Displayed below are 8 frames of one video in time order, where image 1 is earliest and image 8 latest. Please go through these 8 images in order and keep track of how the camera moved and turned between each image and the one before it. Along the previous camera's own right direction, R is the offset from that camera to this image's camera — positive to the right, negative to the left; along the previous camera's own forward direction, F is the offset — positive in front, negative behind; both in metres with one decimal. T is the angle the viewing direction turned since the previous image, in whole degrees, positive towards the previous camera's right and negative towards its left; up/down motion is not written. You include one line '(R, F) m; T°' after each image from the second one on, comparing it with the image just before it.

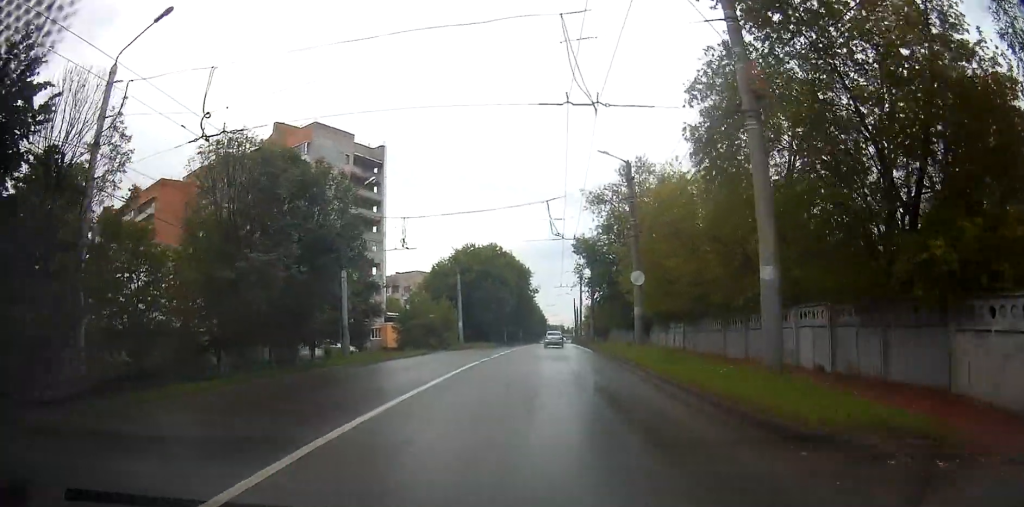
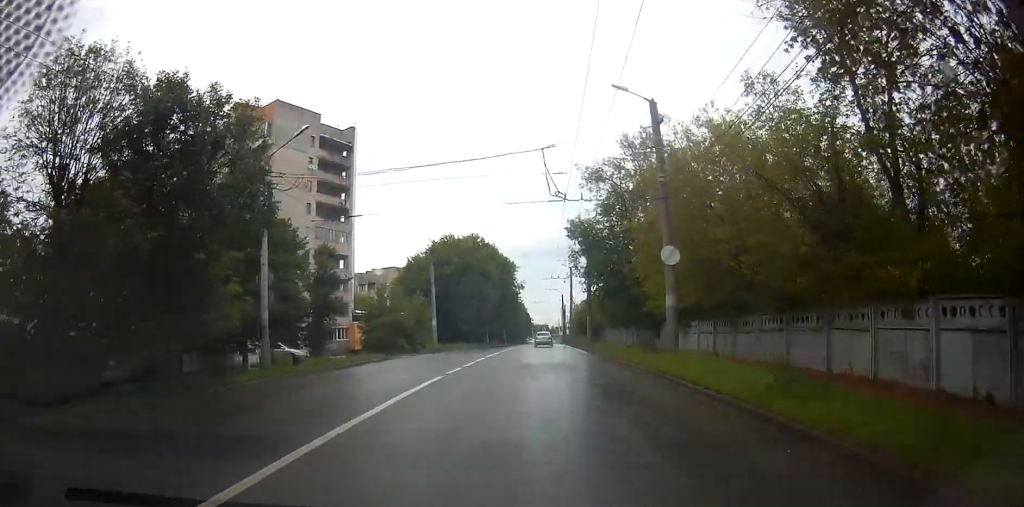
(+0.3, +8.4) m; +1°
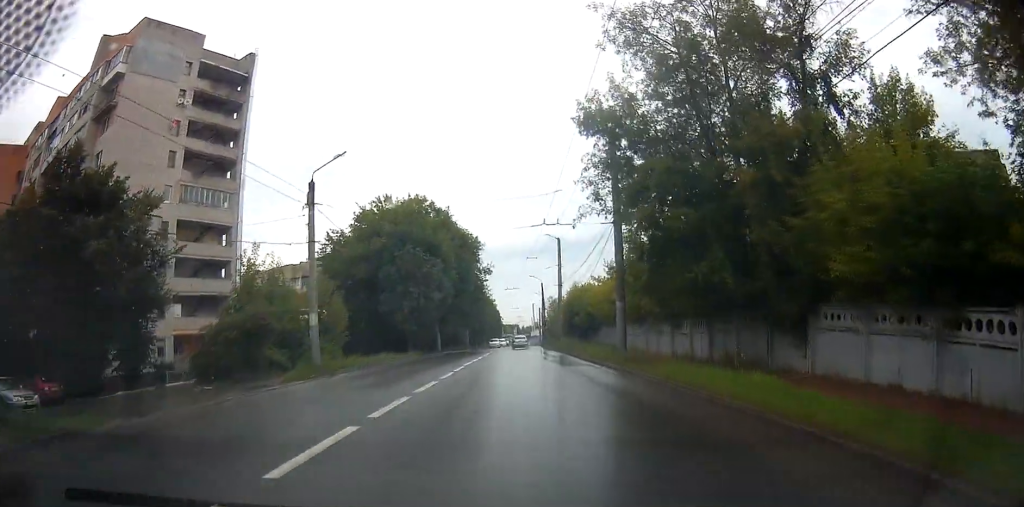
(+0.3, +24.7) m; +5°
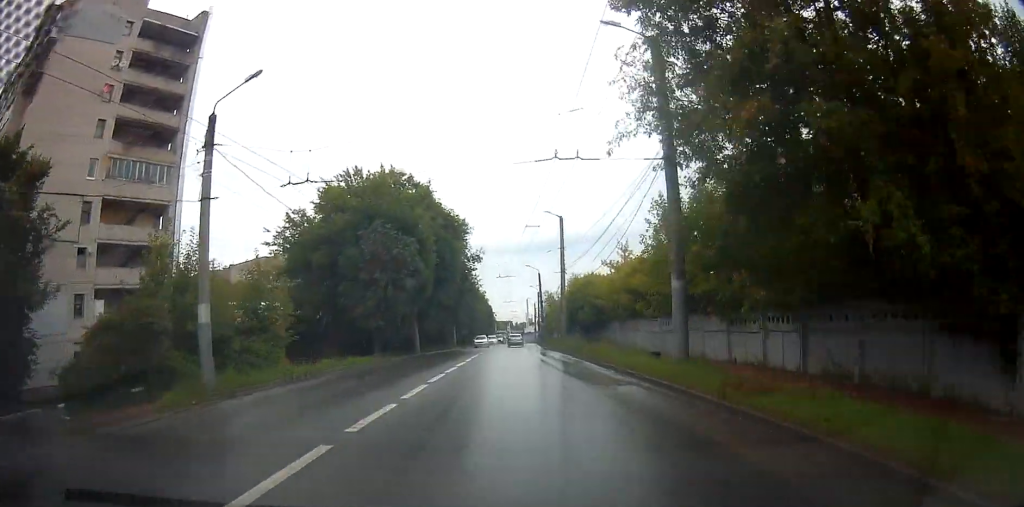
(+0.4, +9.3) m; 0°
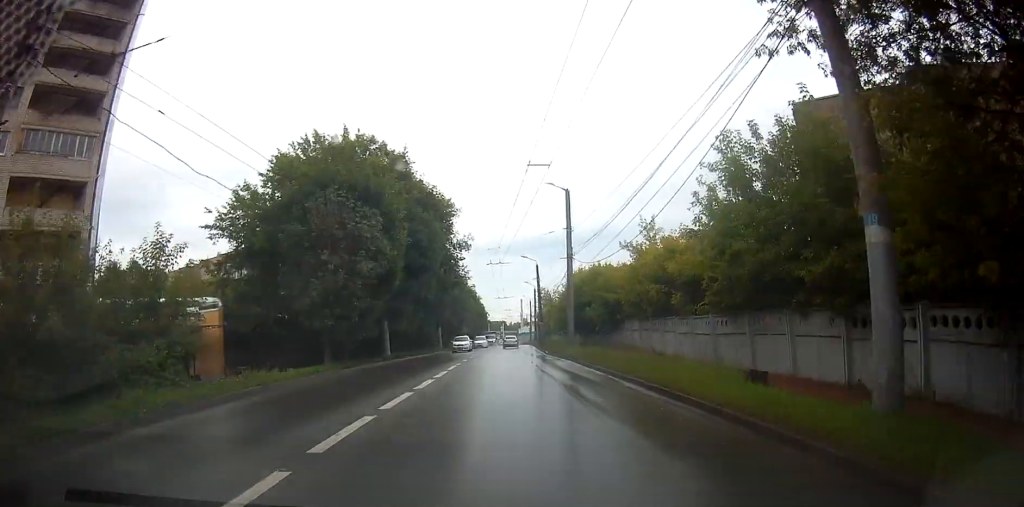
(-0.1, +9.4) m; 0°
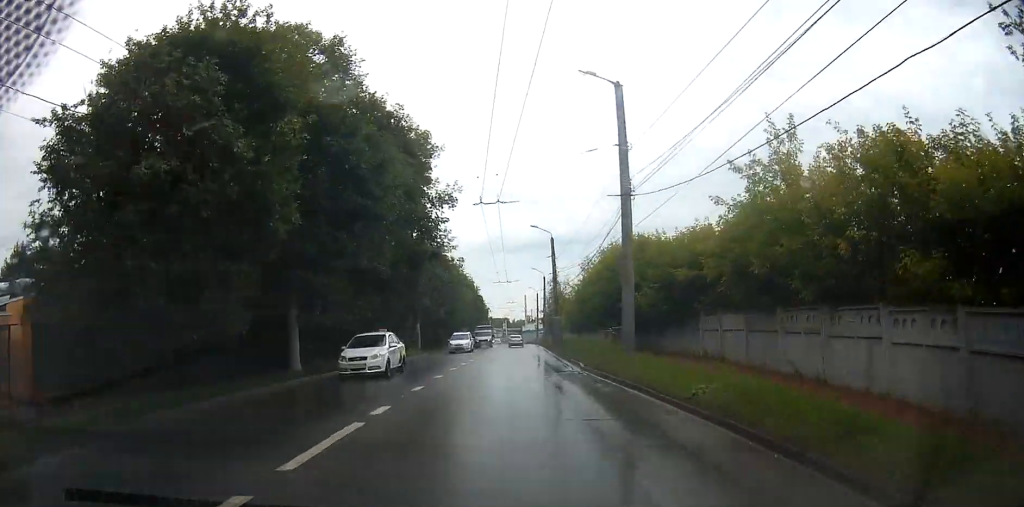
(-0.2, +17.1) m; +1°
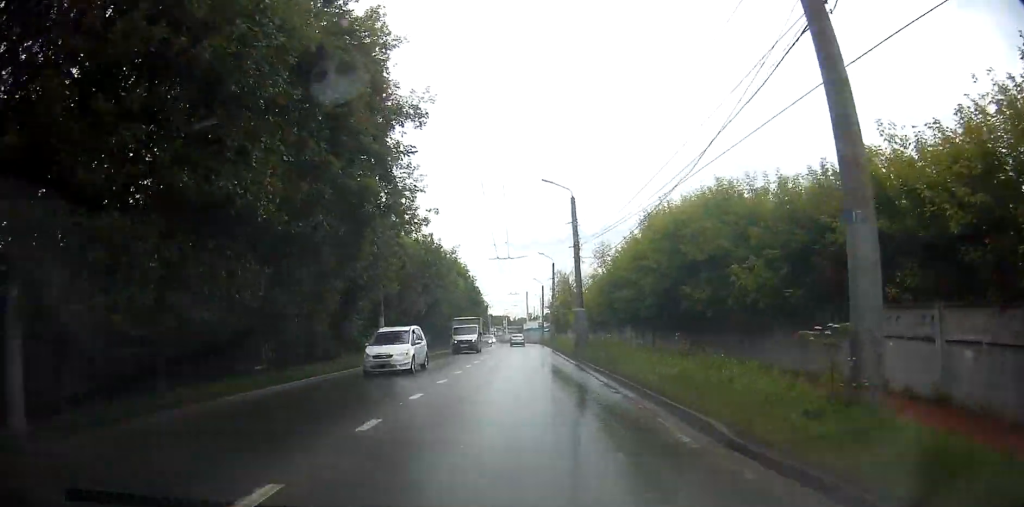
(+0.2, +13.6) m; 0°
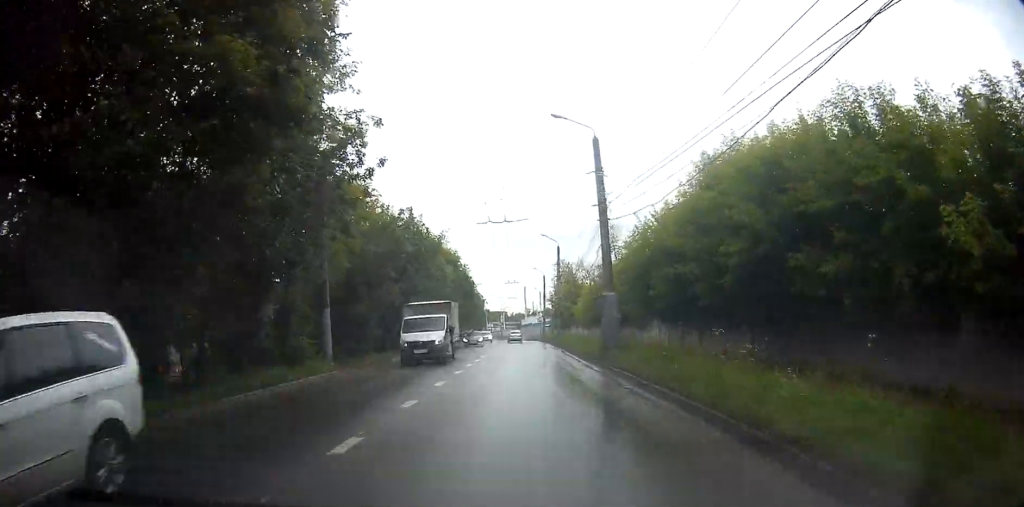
(0.0, +9.7) m; -1°
